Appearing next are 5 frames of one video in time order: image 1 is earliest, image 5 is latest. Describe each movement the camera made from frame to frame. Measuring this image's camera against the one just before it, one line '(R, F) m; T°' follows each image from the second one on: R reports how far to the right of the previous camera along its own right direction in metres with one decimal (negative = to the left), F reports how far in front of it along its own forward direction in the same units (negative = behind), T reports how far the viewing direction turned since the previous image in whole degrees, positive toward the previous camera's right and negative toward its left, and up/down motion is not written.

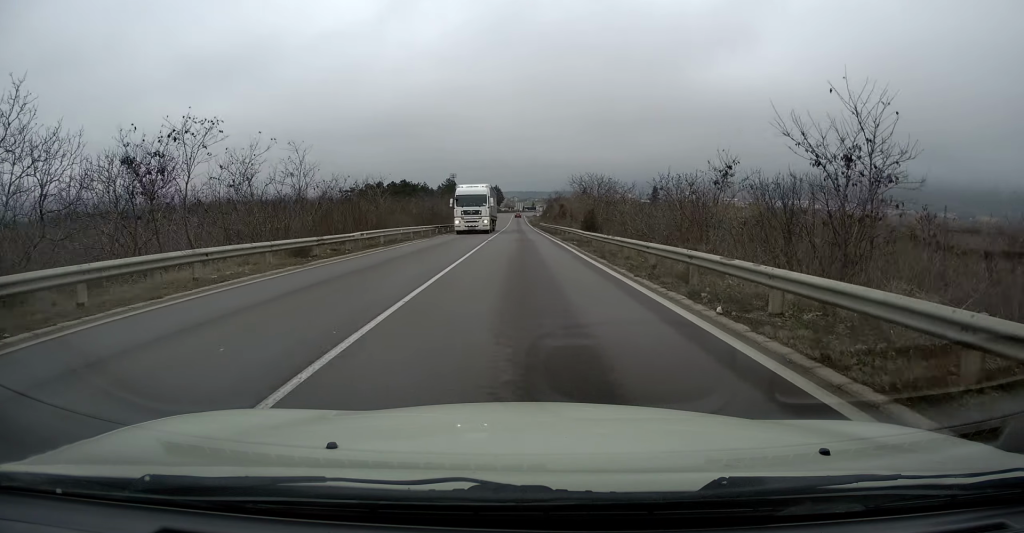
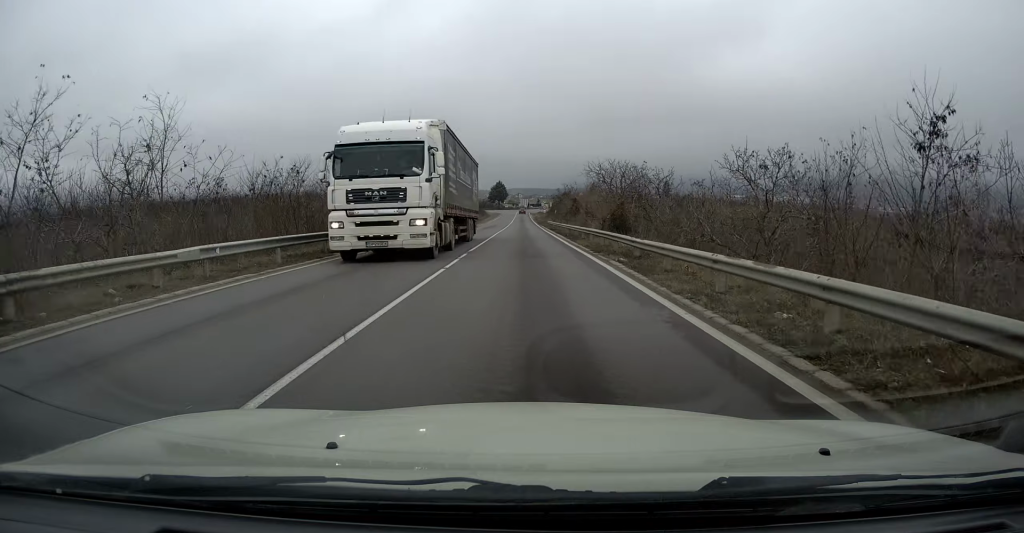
(0.0, +13.1) m; -1°
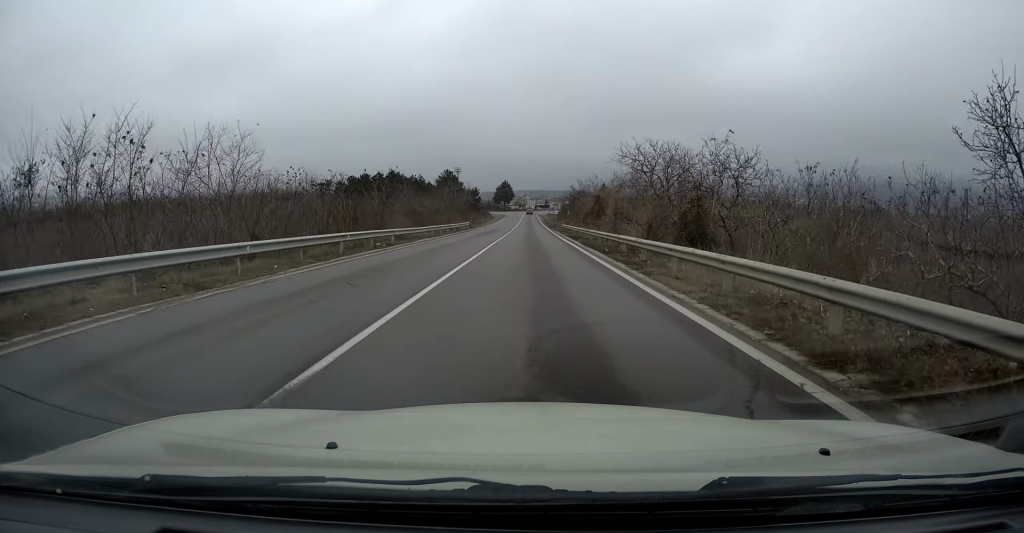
(-0.2, +15.1) m; -1°
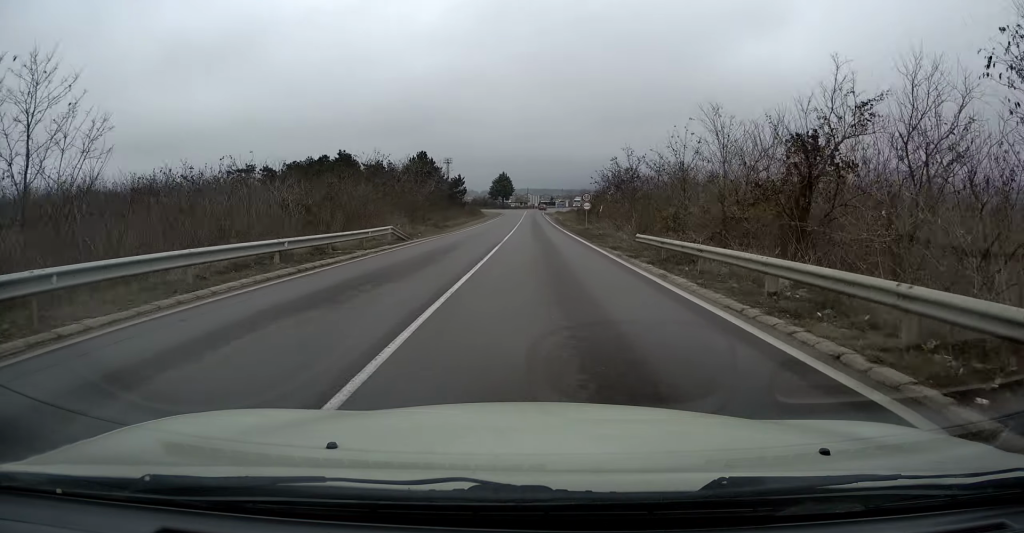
(+0.5, +38.7) m; +1°
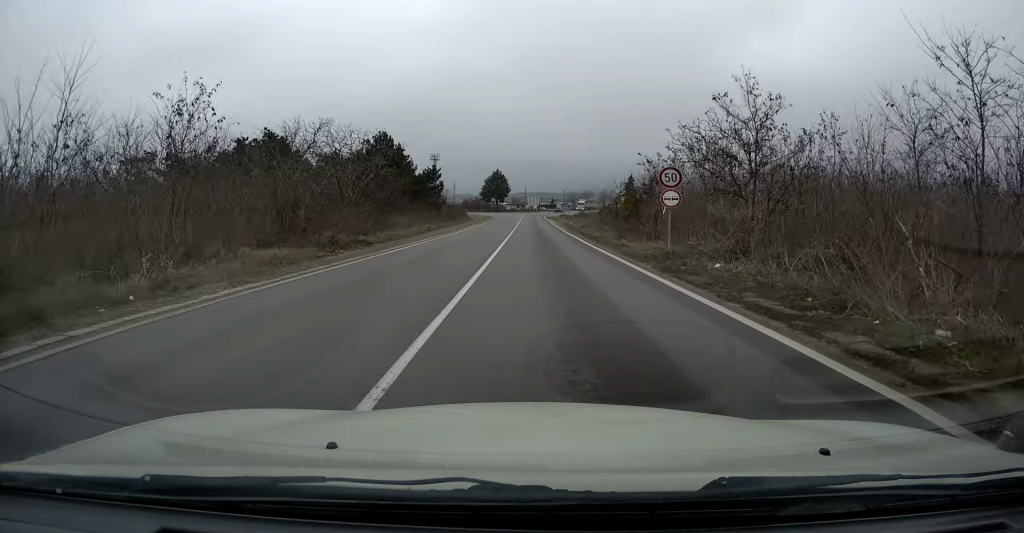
(-0.6, +26.3) m; -1°
